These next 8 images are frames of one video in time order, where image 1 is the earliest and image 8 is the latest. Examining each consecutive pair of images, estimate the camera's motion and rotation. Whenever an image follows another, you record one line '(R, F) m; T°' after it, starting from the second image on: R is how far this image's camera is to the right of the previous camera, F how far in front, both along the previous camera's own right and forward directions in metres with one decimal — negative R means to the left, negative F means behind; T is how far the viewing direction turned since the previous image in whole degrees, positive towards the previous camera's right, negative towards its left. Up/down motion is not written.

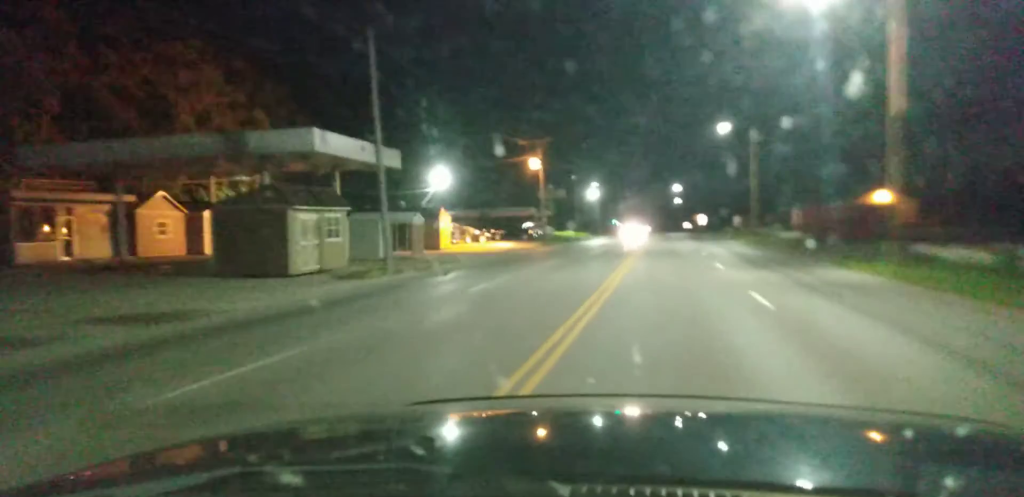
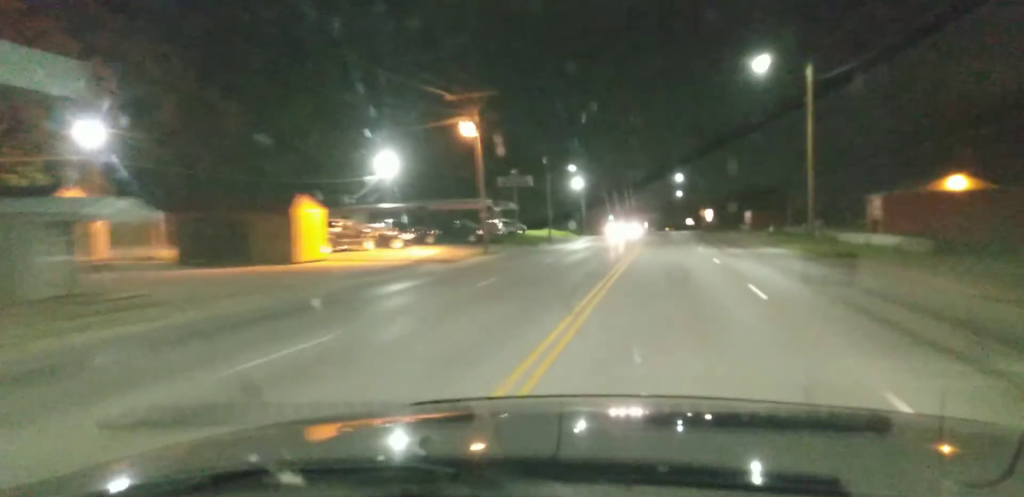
(0.0, +23.6) m; +1°
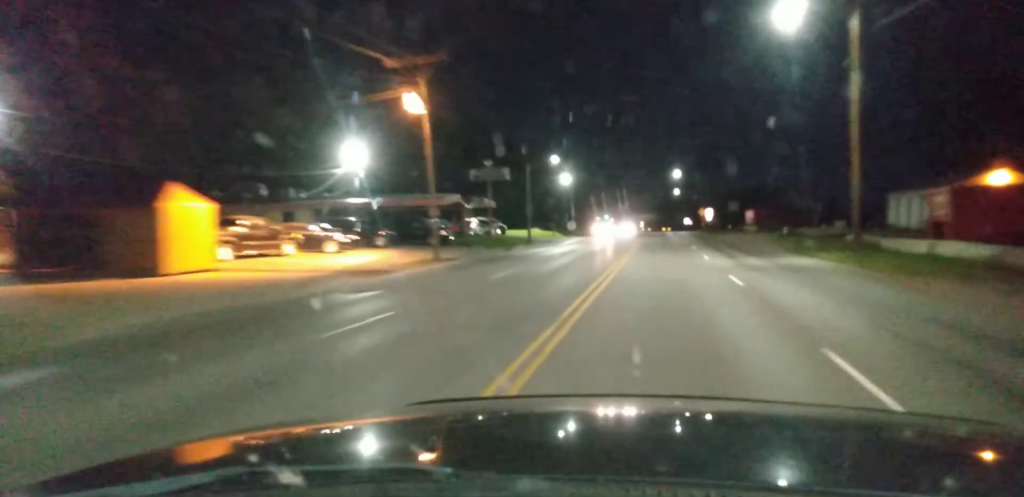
(+0.1, +10.1) m; 0°
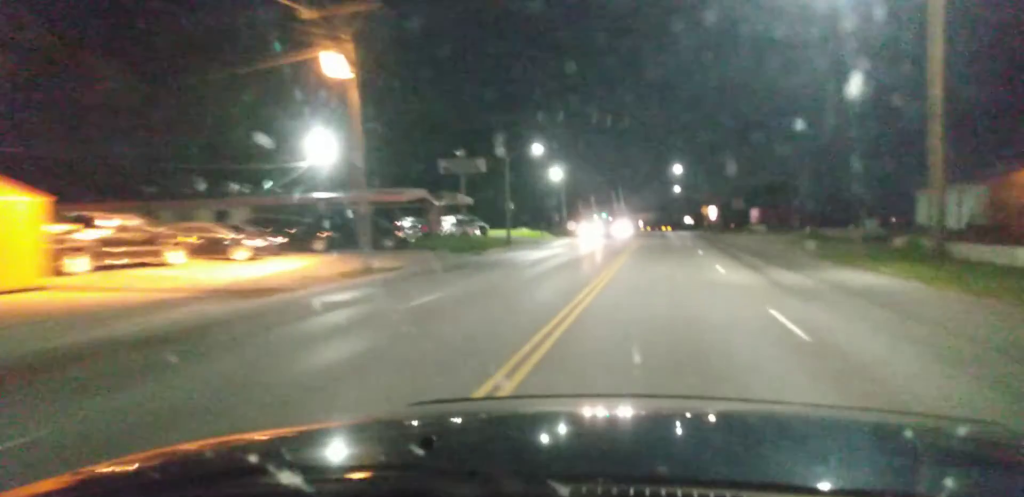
(+0.1, +8.4) m; 0°
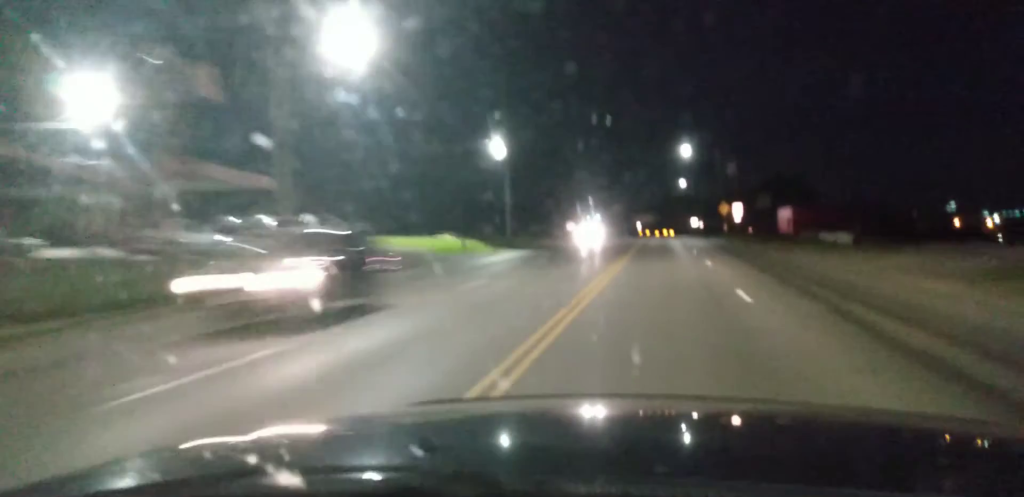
(-0.3, +32.8) m; +1°
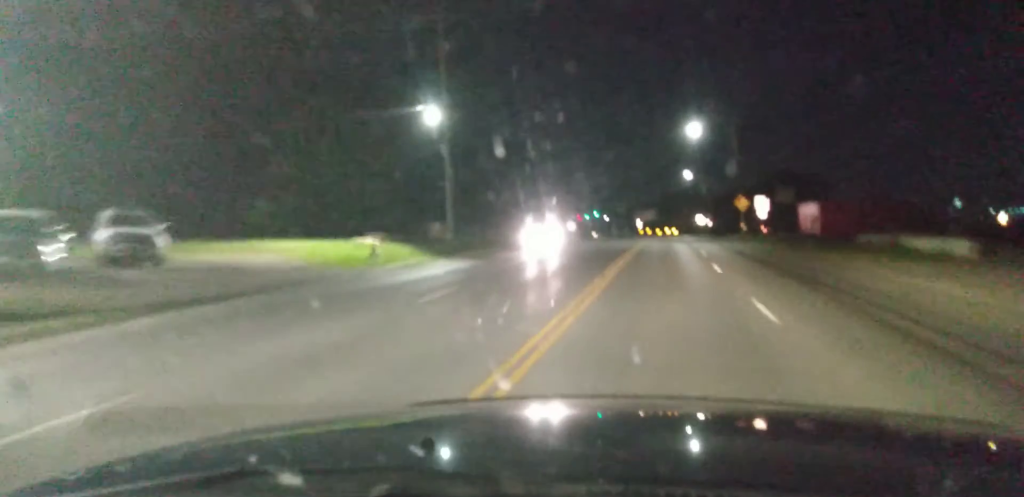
(+0.3, +15.8) m; 0°
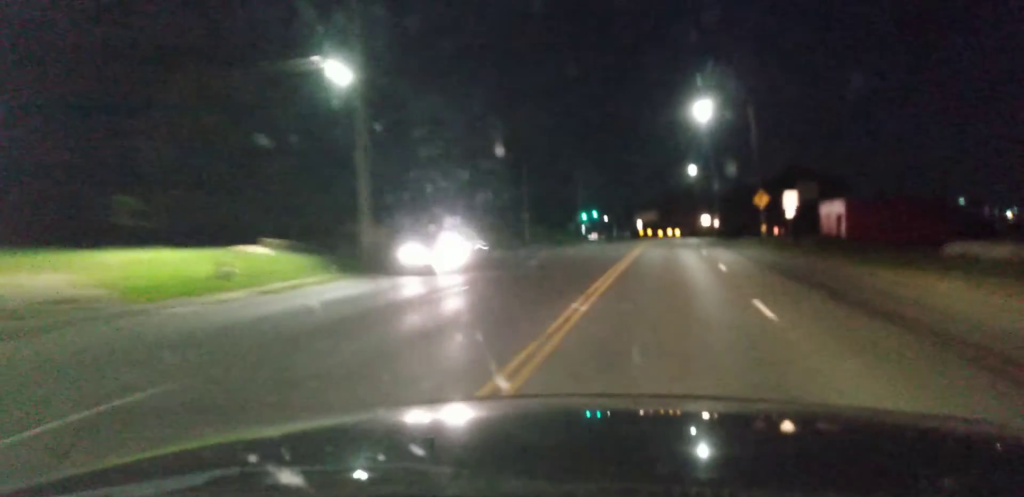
(-0.2, +11.7) m; 0°
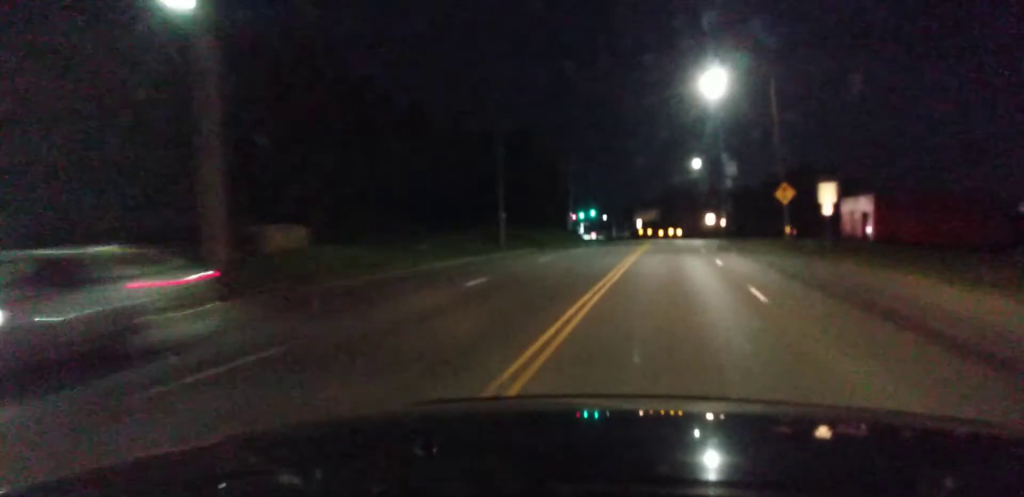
(0.0, +9.2) m; 0°
